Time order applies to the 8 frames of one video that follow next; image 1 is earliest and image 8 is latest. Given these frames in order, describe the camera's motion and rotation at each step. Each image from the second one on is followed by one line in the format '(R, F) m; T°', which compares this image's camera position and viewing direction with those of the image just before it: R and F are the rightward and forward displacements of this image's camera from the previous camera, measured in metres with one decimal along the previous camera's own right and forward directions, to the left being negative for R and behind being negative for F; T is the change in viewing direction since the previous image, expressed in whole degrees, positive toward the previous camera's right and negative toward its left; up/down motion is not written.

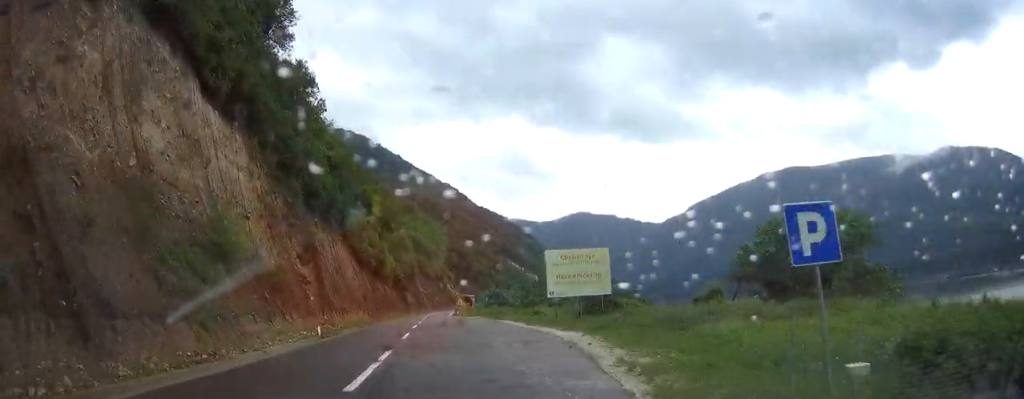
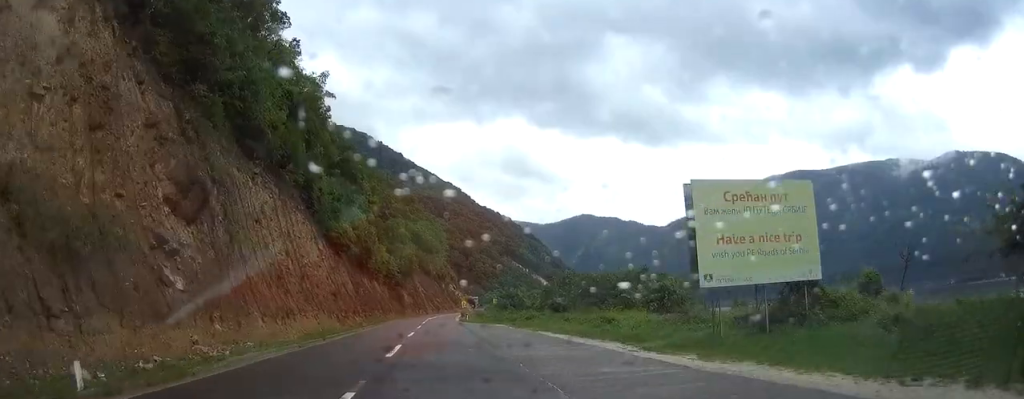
(-0.3, +24.6) m; -1°
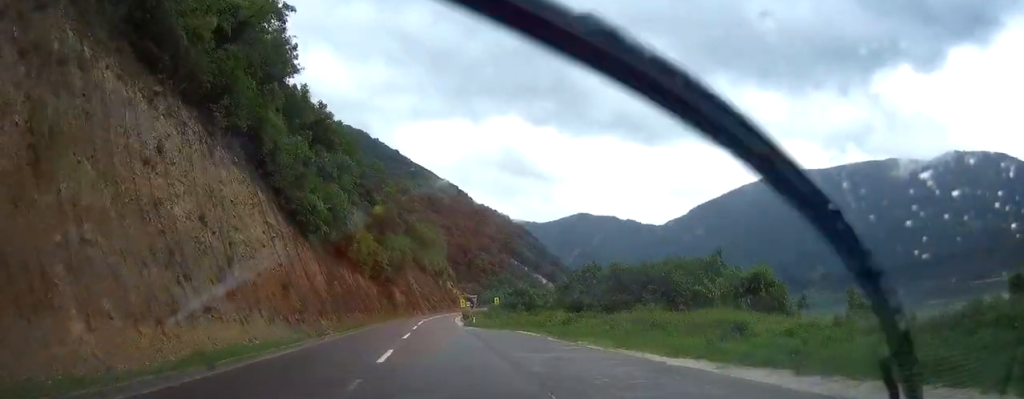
(0.0, +16.9) m; +1°
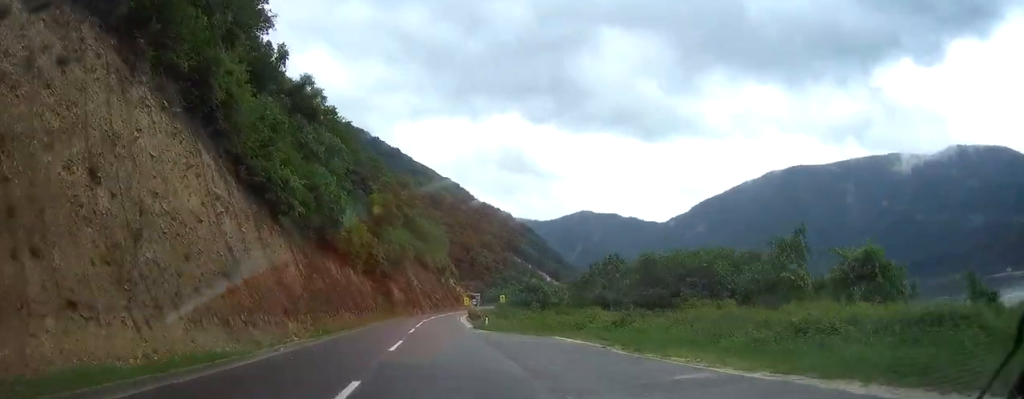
(0.0, +10.8) m; +1°
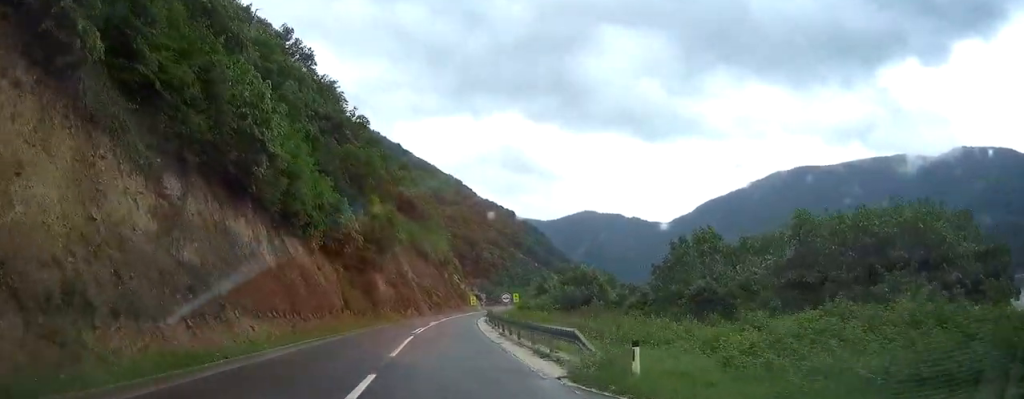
(+0.3, +29.4) m; 0°
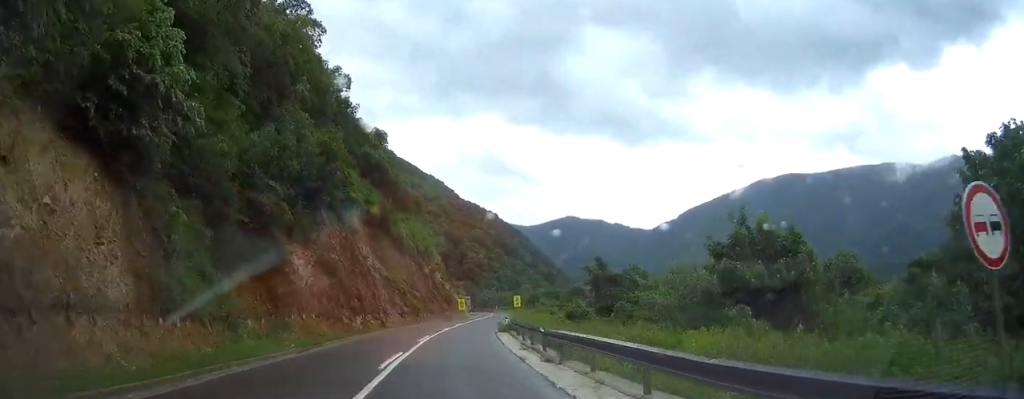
(+0.2, +36.6) m; +2°
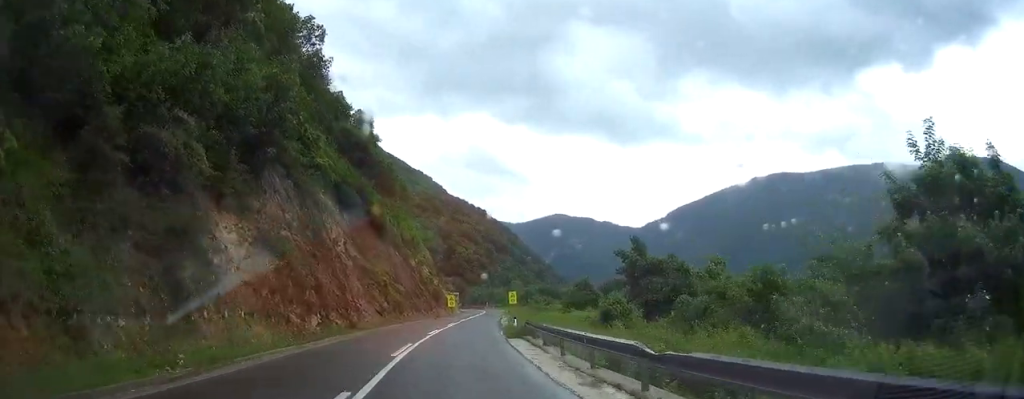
(+0.2, +11.8) m; +1°
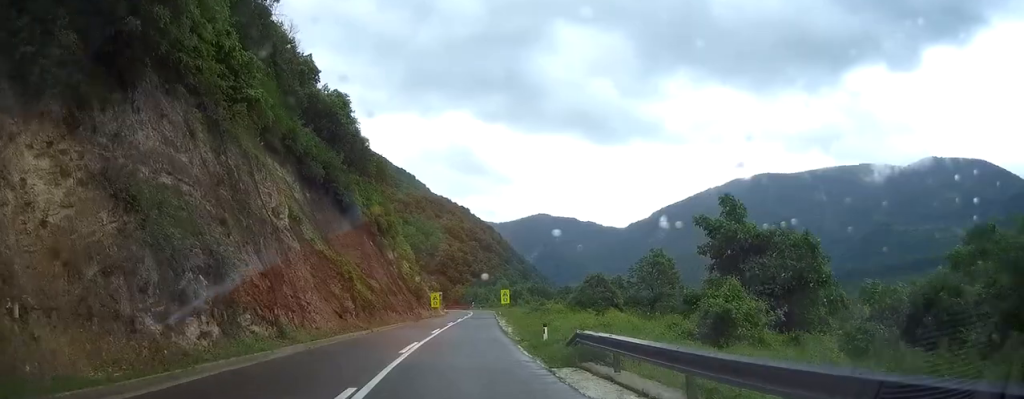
(+0.1, +14.2) m; +1°
